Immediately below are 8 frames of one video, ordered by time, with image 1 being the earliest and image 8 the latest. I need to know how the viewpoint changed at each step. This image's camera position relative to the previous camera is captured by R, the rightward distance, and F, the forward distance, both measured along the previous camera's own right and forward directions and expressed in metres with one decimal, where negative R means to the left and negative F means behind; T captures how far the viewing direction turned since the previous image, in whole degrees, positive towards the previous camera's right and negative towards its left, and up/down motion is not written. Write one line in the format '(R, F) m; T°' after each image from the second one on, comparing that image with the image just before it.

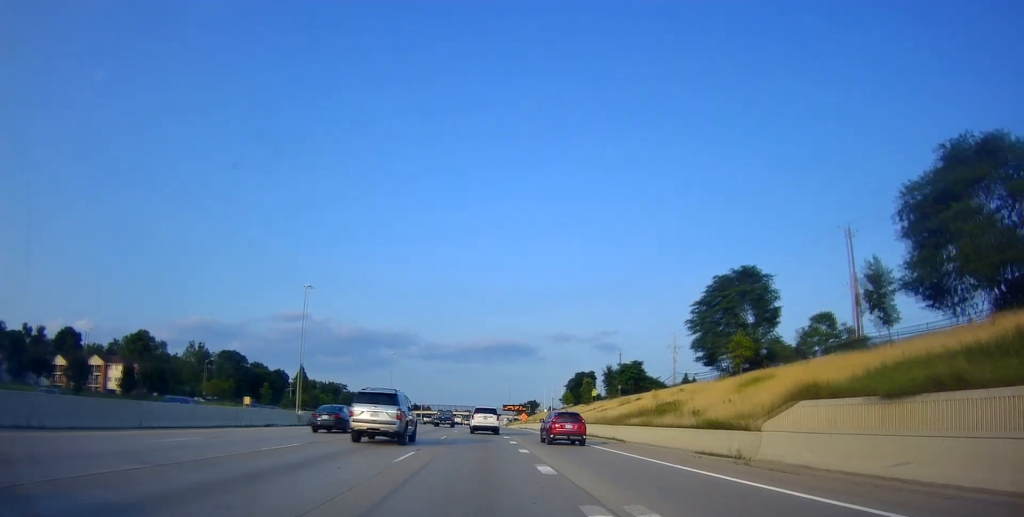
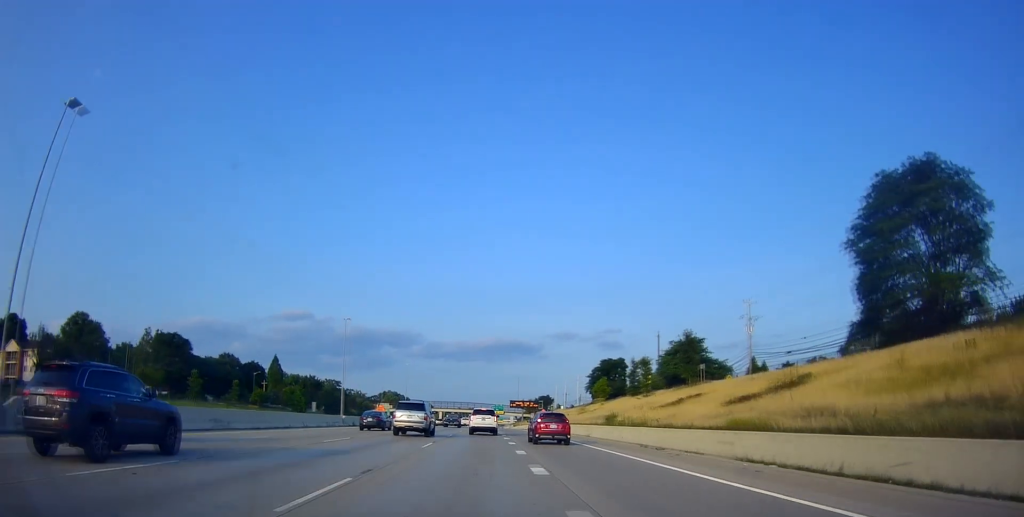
(+0.1, +38.5) m; 0°
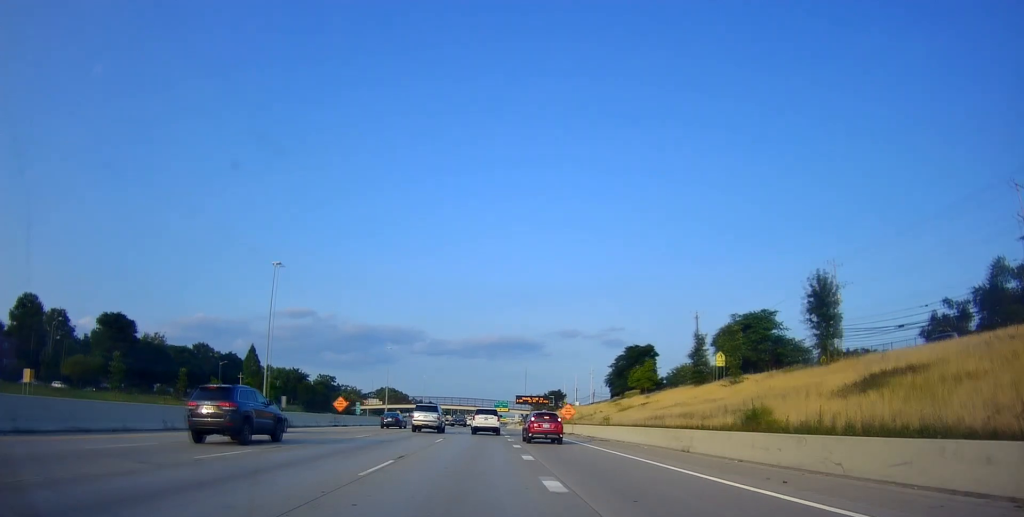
(-0.4, +26.1) m; -1°
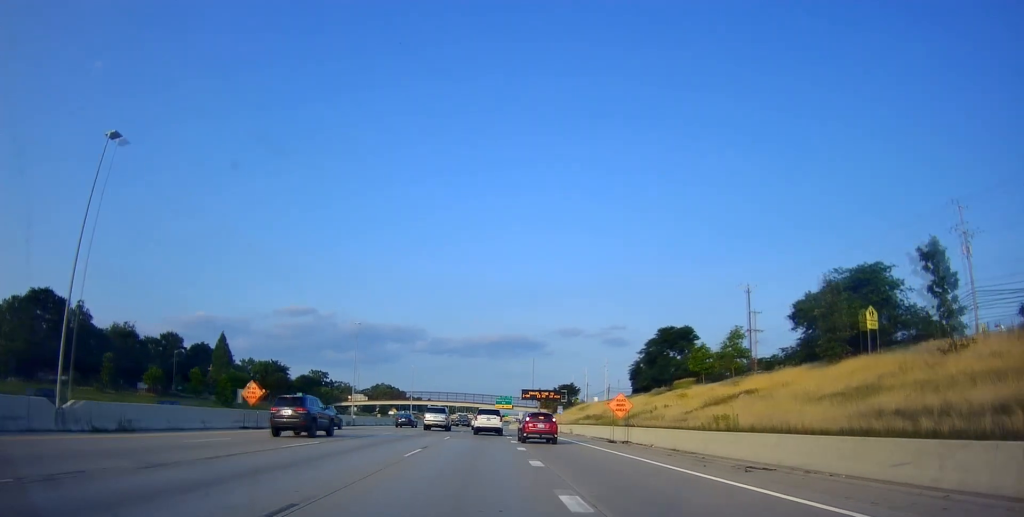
(-0.1, +25.2) m; 0°
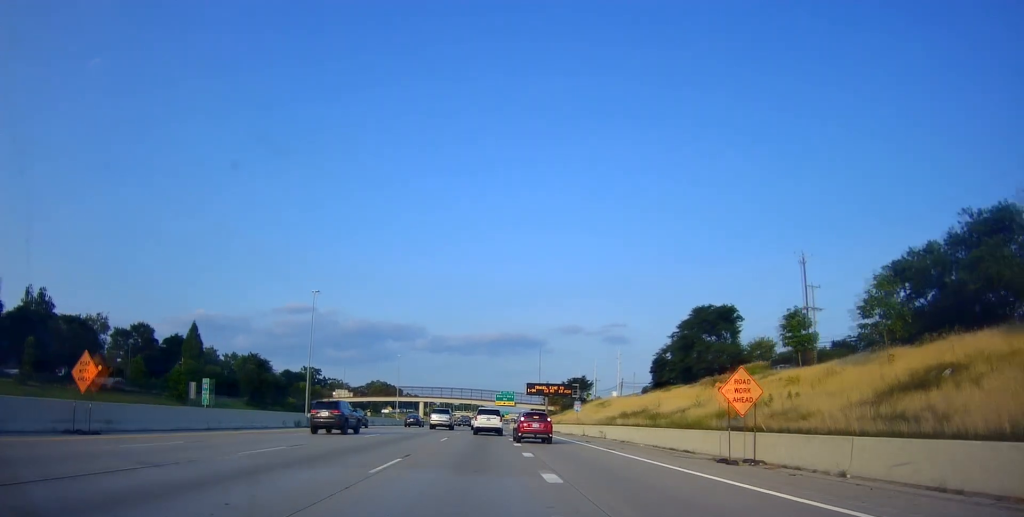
(0.0, +19.0) m; +1°
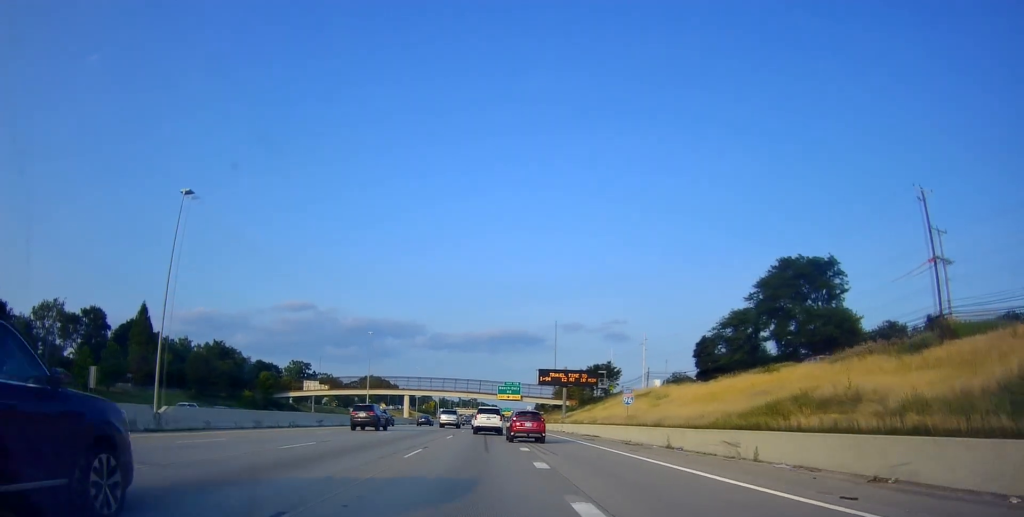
(+0.3, +27.7) m; +1°
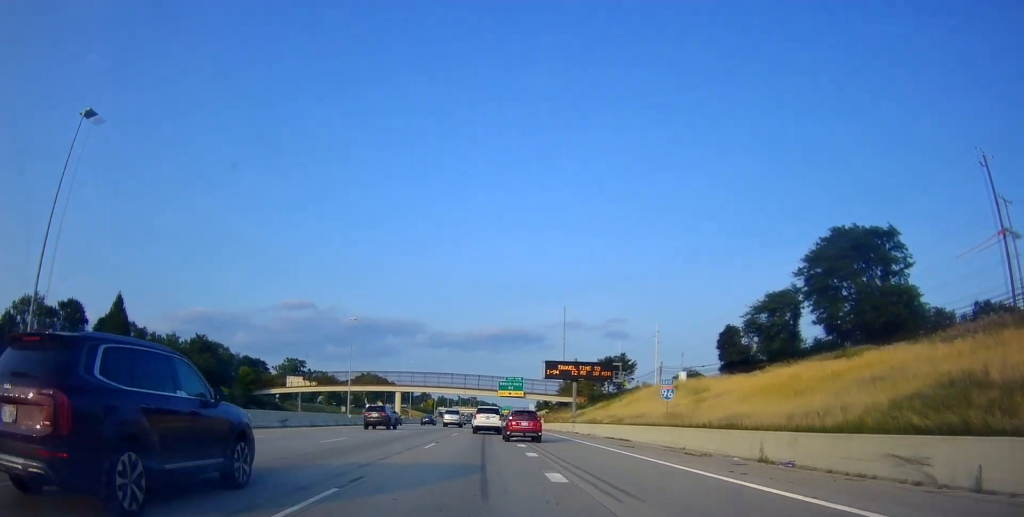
(+0.2, +11.3) m; 0°
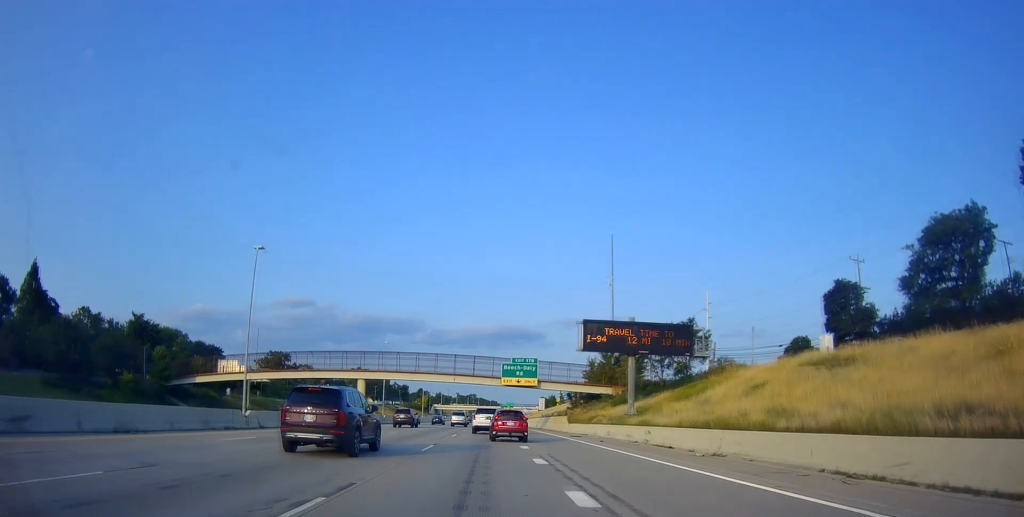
(-0.7, +32.6) m; -1°
